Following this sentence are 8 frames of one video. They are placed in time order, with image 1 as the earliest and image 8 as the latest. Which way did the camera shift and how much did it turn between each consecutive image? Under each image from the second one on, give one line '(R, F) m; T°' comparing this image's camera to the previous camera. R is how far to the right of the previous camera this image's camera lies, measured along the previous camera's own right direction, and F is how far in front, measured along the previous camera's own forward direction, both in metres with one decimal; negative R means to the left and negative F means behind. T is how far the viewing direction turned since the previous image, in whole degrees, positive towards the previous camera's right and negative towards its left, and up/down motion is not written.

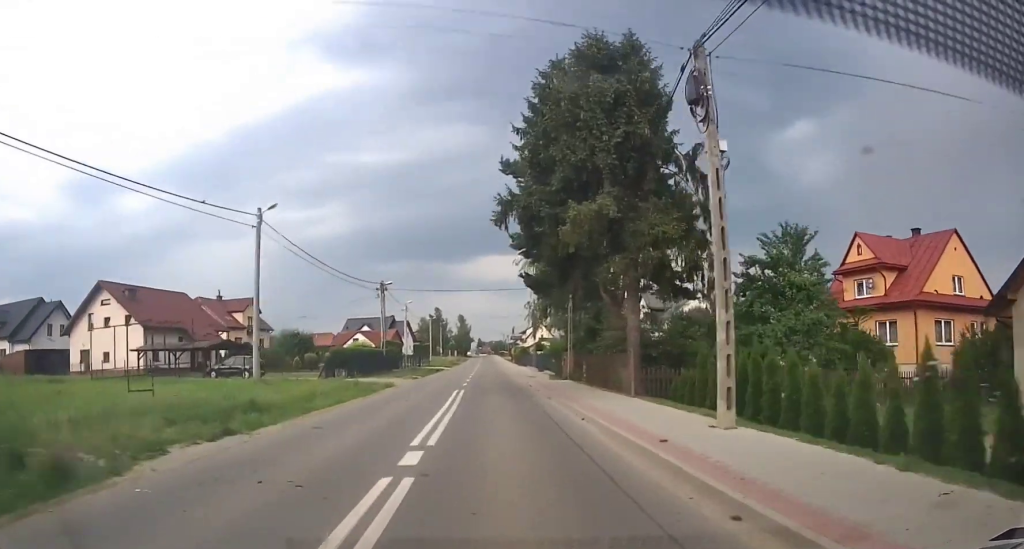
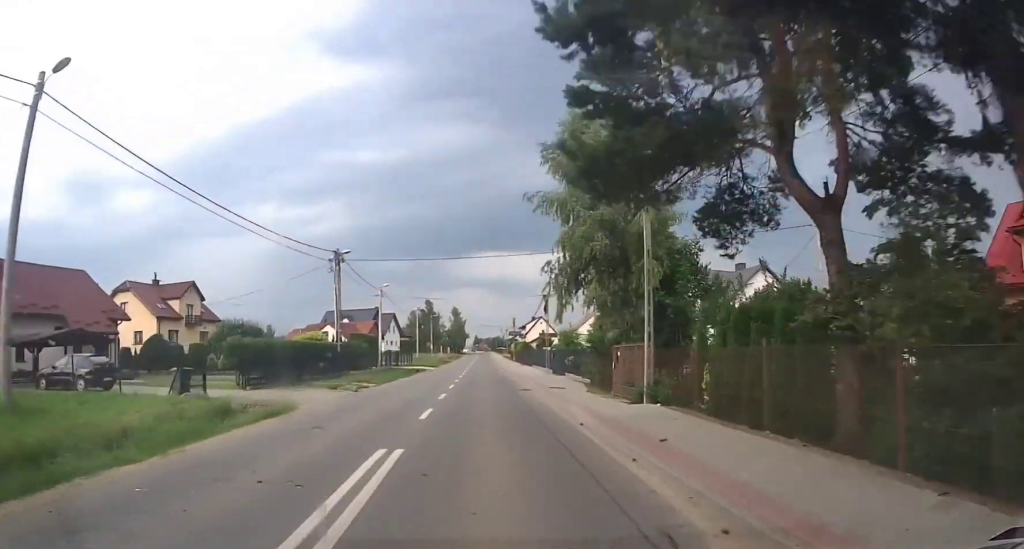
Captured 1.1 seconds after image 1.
(0.0, +21.9) m; 0°
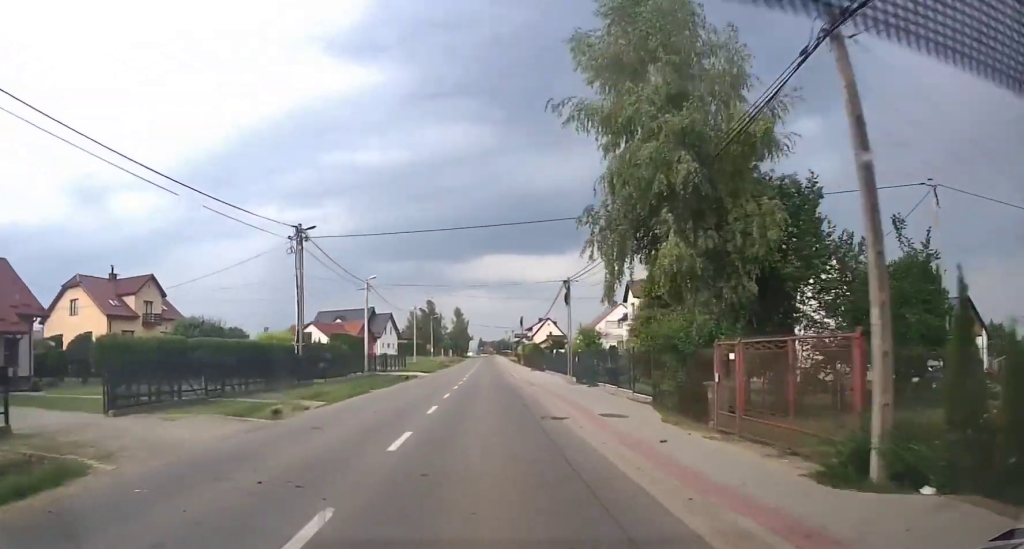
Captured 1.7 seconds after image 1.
(-0.1, +11.3) m; 0°
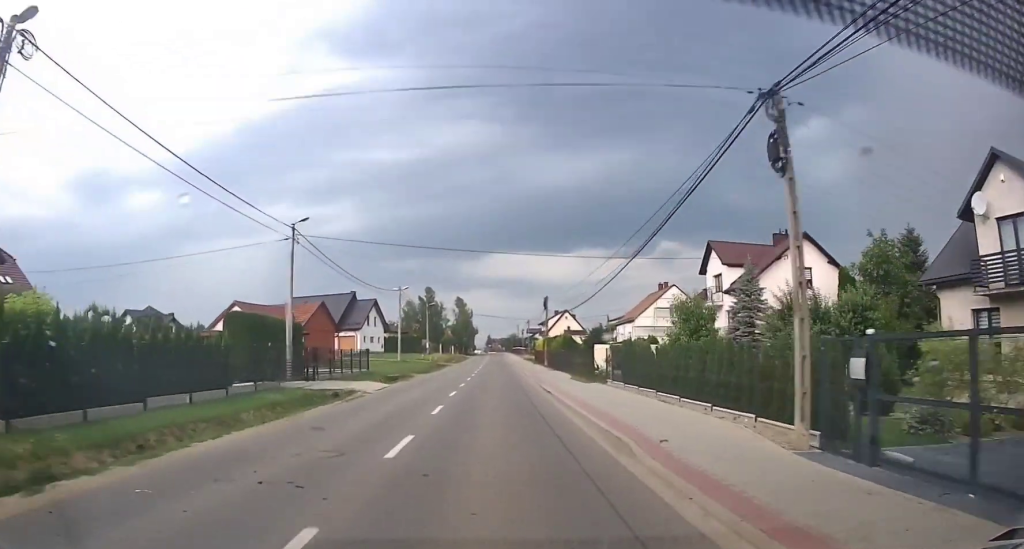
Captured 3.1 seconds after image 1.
(-0.1, +25.9) m; 0°
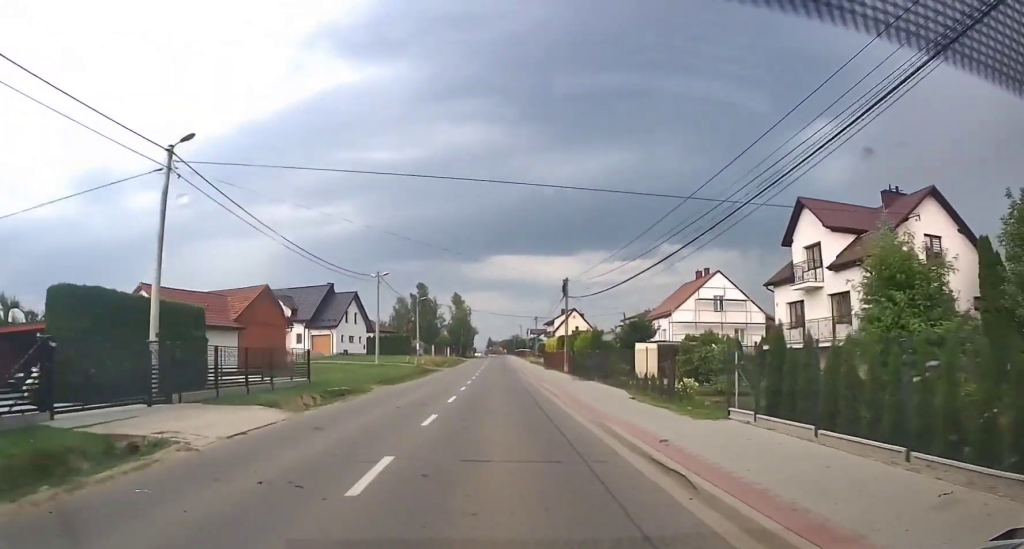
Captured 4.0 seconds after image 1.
(+0.1, +14.5) m; 0°
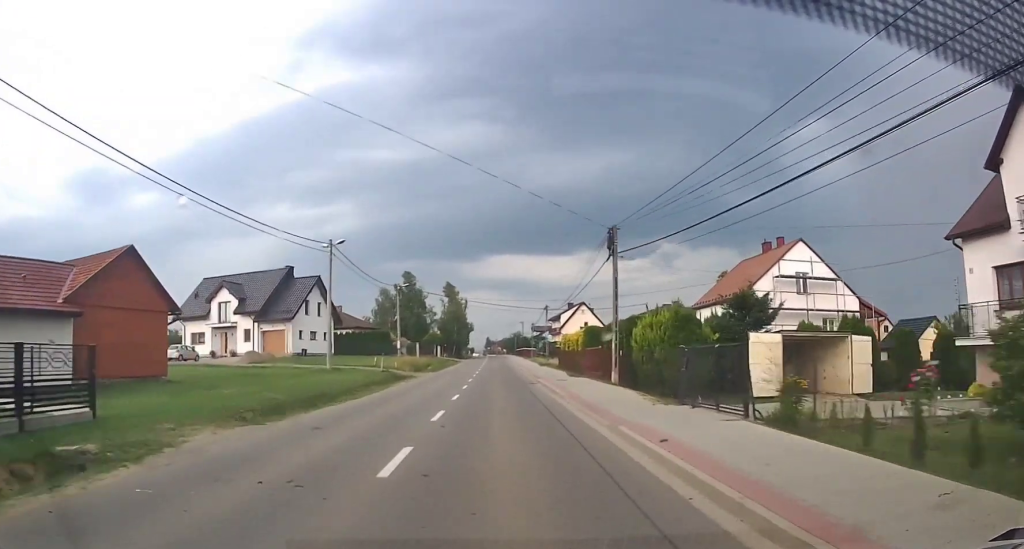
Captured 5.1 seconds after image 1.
(0.0, +17.5) m; 0°
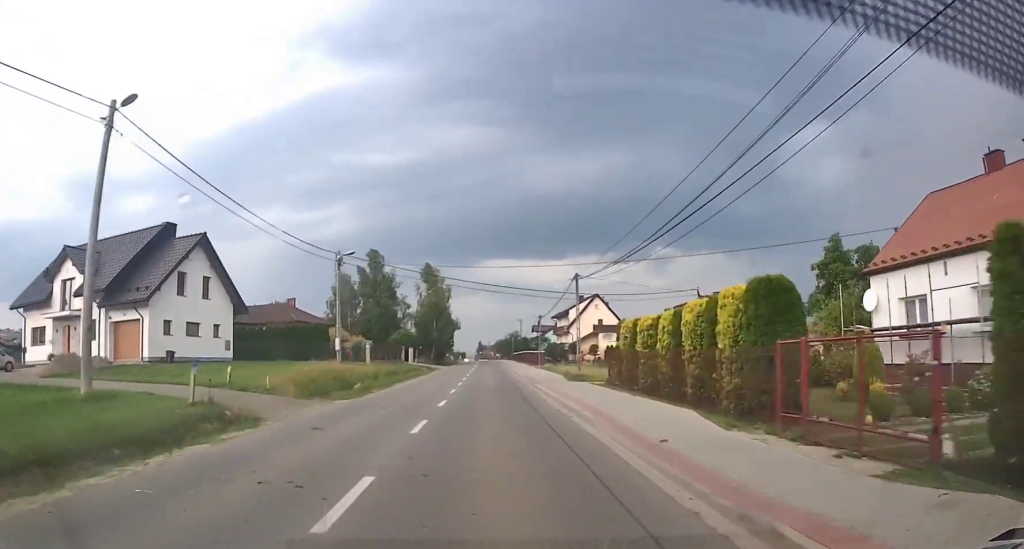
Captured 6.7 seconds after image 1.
(0.0, +24.9) m; -1°
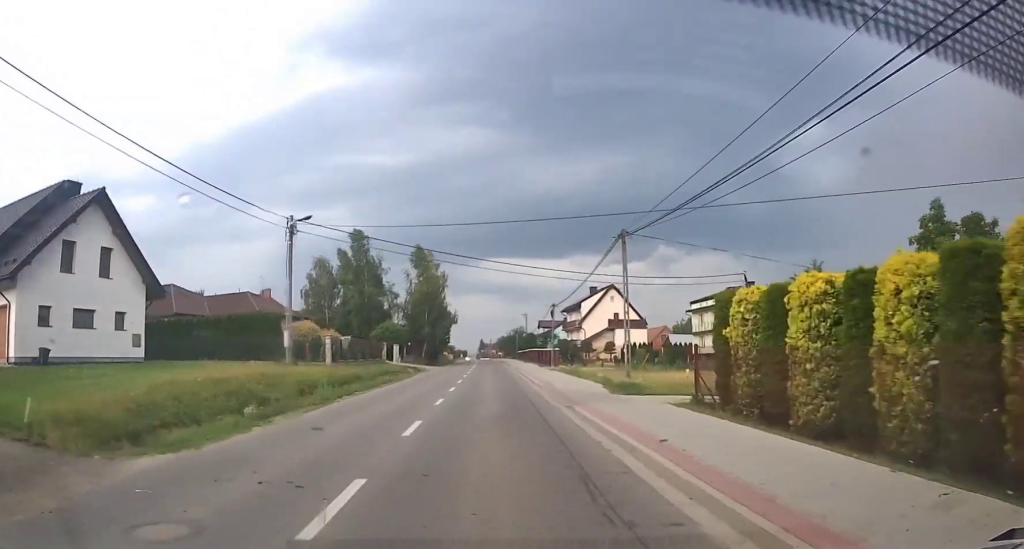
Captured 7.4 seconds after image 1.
(-0.1, +10.5) m; 0°
